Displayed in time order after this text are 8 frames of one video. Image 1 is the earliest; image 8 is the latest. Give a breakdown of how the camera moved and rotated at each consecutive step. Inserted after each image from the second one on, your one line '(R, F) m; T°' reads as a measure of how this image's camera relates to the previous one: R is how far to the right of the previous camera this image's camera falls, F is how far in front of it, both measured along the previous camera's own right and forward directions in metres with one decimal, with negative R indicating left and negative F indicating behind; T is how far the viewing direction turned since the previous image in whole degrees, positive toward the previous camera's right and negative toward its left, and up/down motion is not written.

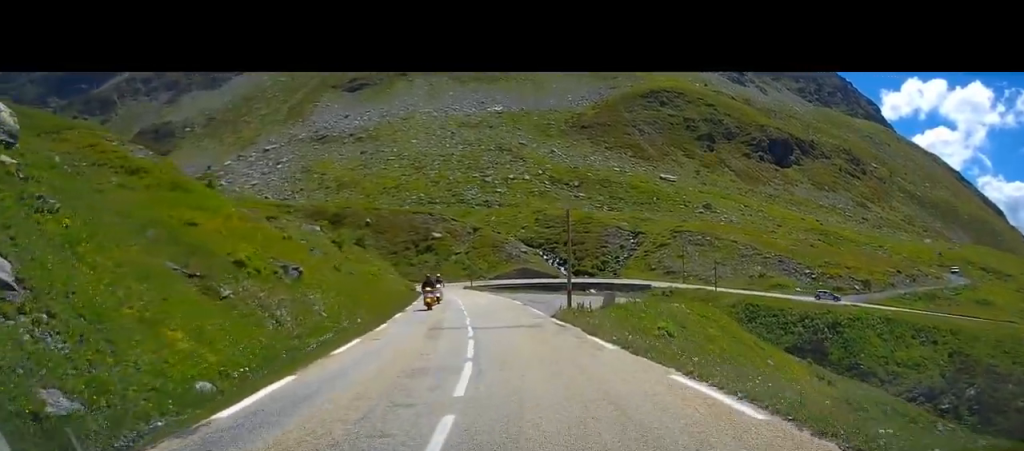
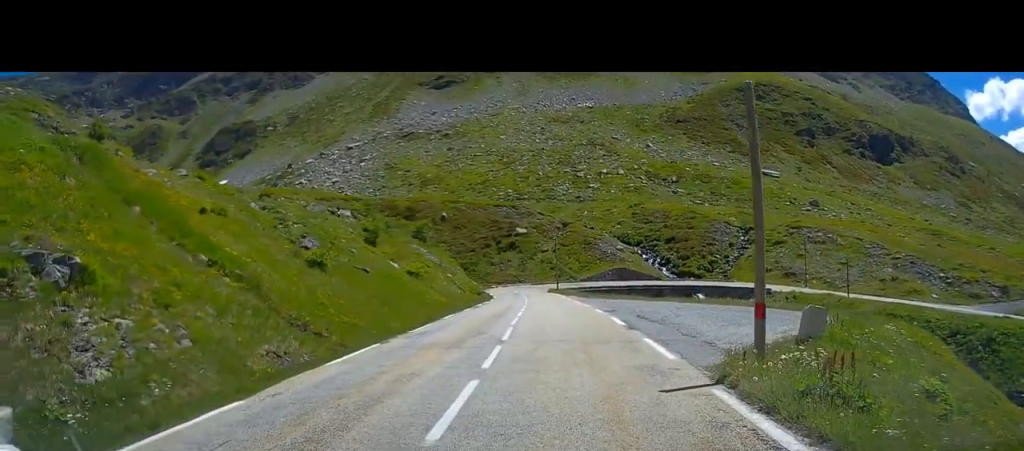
(0.0, +14.9) m; 0°
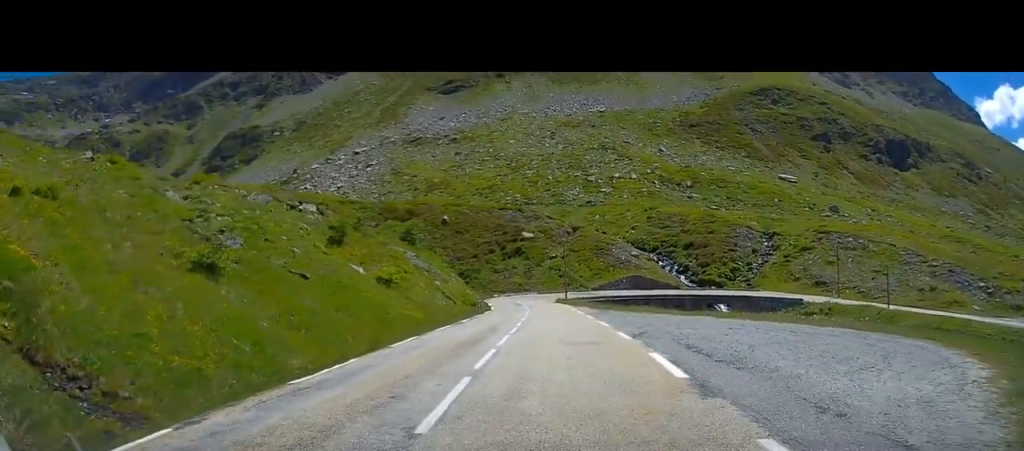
(0.0, +8.5) m; 0°
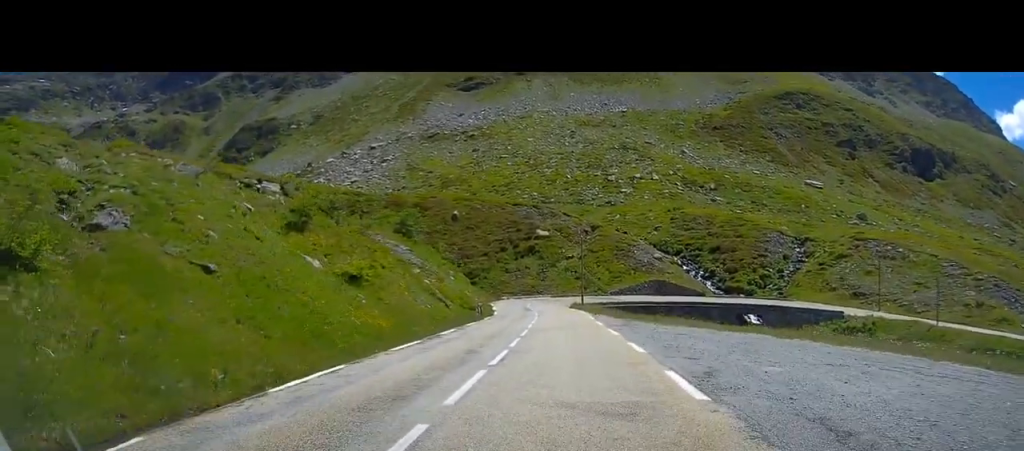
(0.0, +7.2) m; +1°
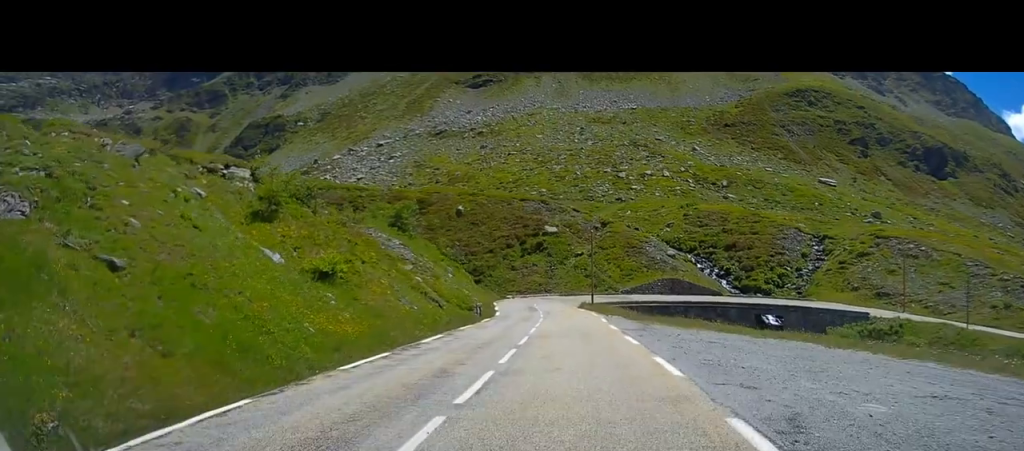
(-0.1, +3.6) m; +2°
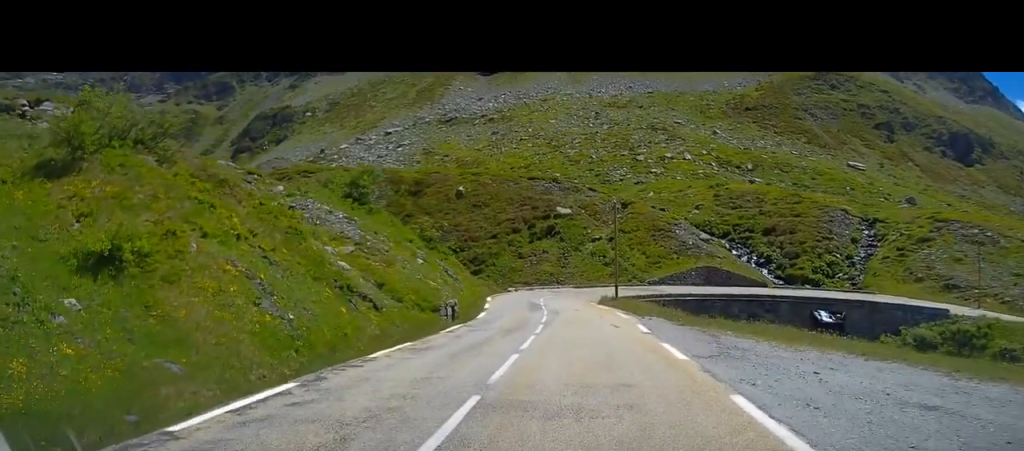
(+0.8, +9.2) m; +8°
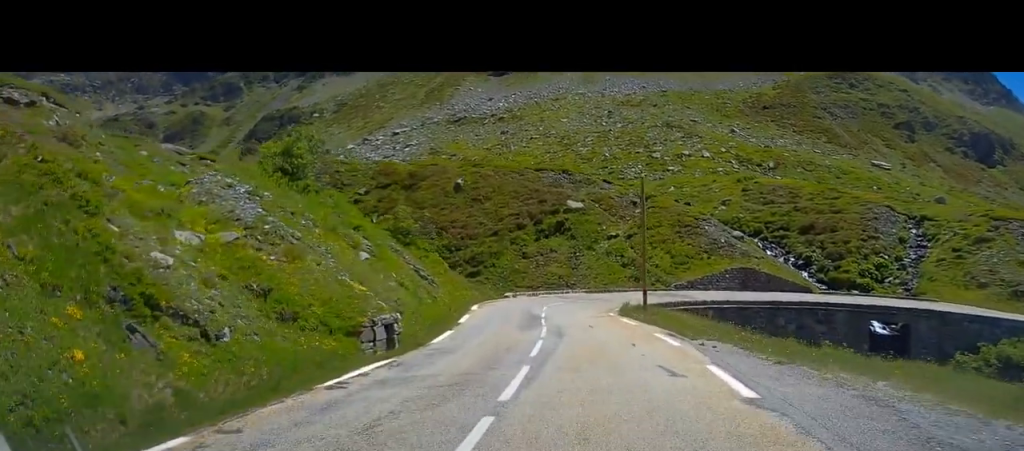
(+0.1, +6.2) m; +1°
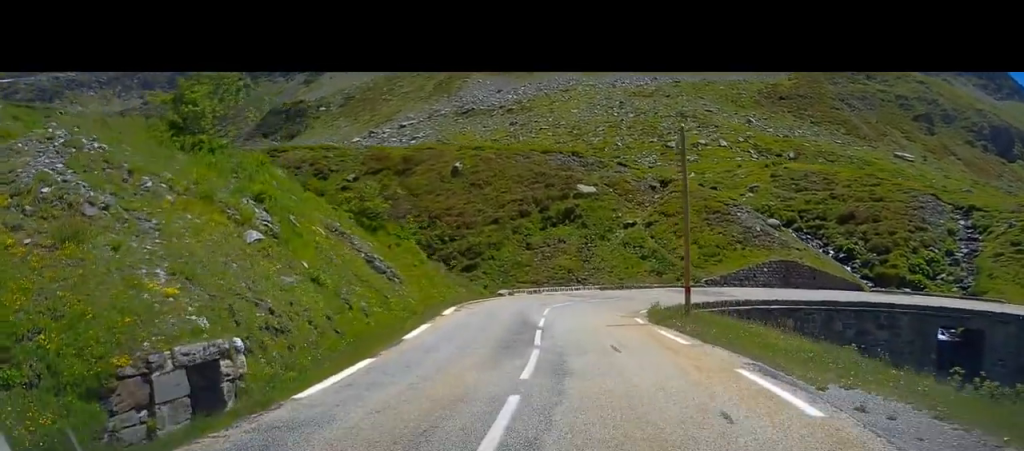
(0.0, +4.8) m; 0°
